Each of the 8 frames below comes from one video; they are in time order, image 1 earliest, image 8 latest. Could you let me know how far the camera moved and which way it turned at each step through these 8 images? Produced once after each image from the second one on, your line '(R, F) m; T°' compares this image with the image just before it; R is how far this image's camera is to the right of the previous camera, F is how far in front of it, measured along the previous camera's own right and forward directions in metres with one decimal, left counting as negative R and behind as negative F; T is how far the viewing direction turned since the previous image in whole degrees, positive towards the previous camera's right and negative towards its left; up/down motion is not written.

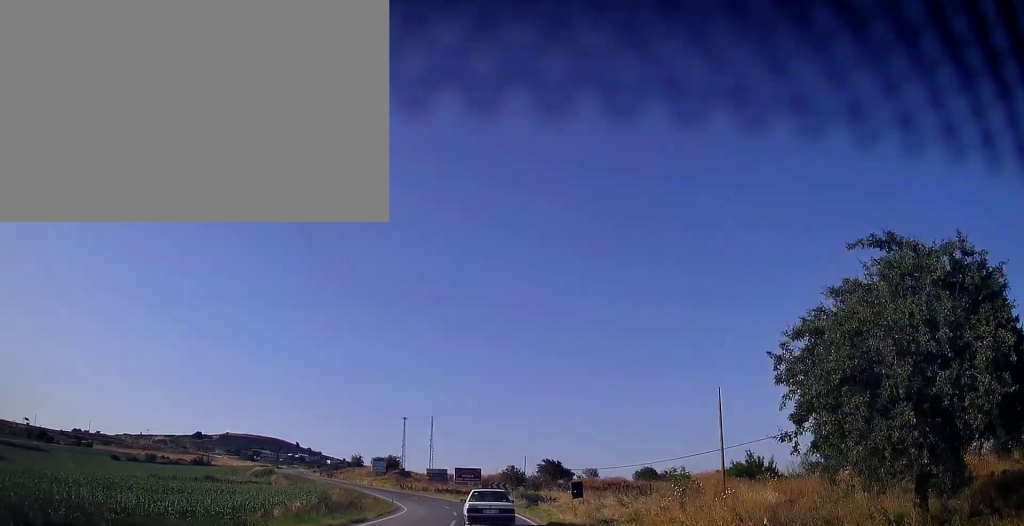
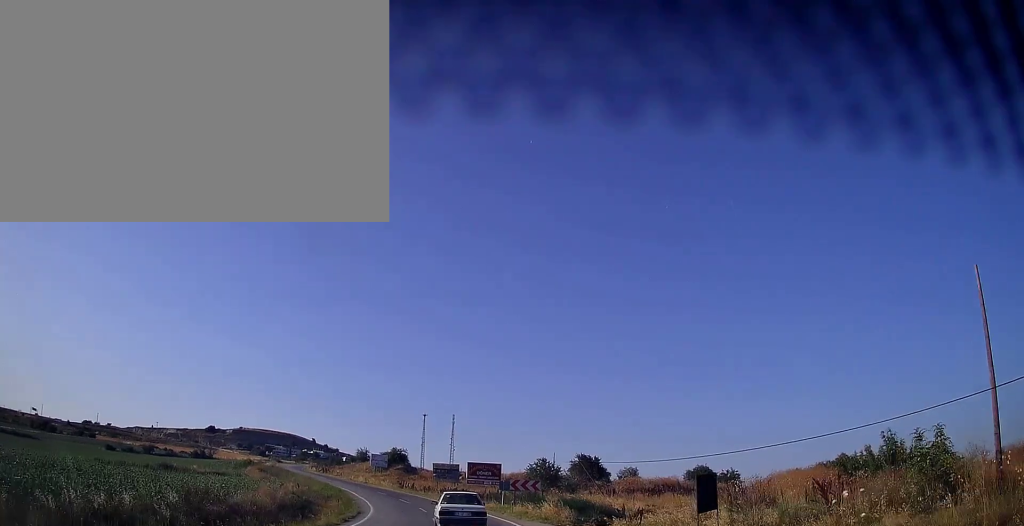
(-0.4, +20.2) m; -3°
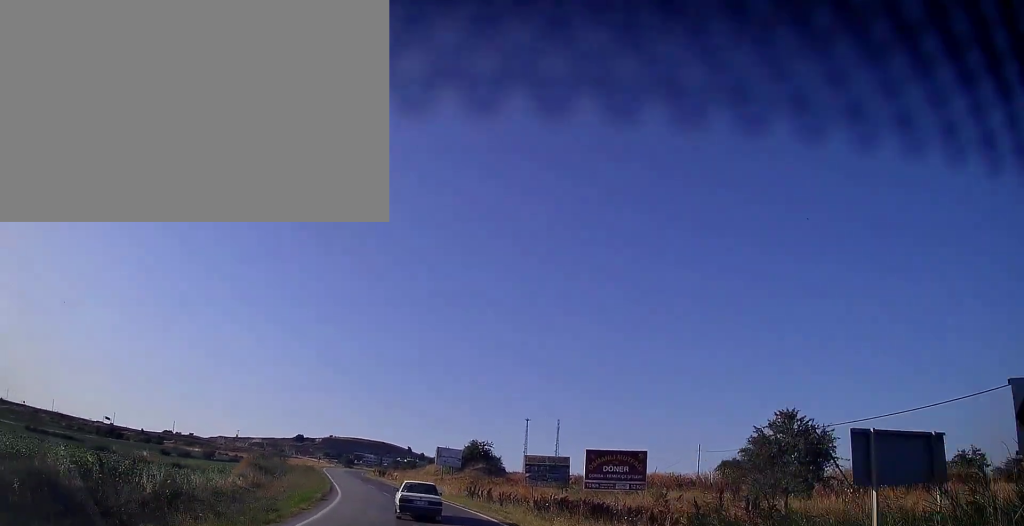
(-2.4, +33.0) m; -10°
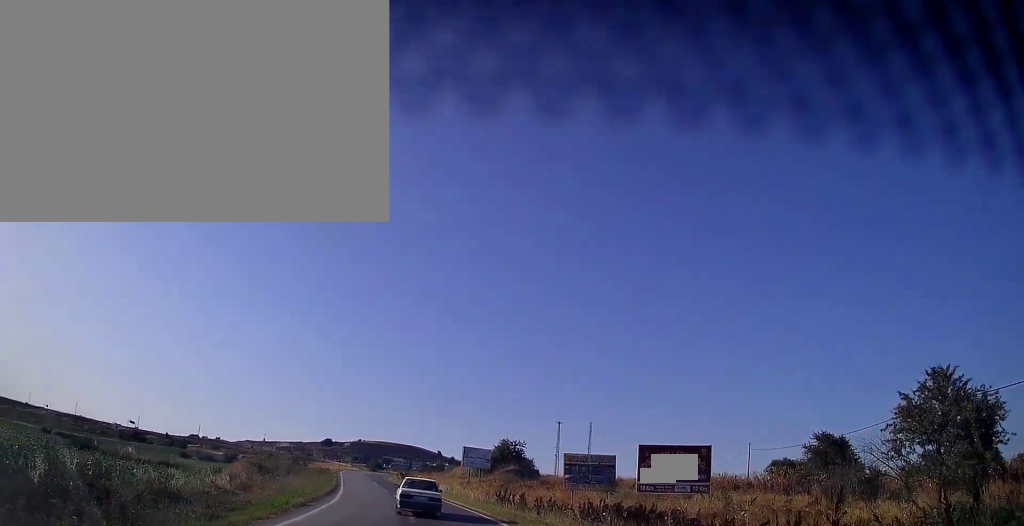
(0.0, +6.9) m; -3°
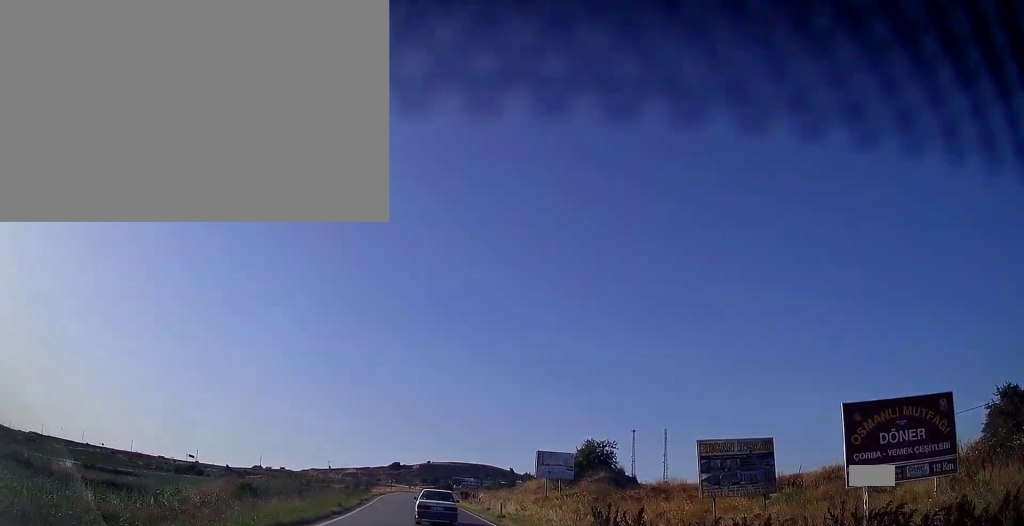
(-0.9, +14.9) m; -6°
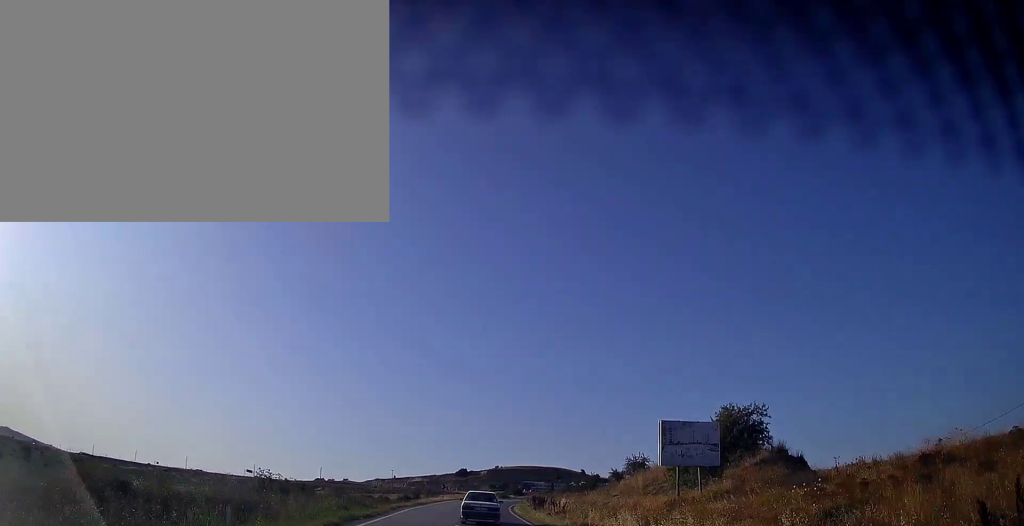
(-1.2, +19.7) m; -7°
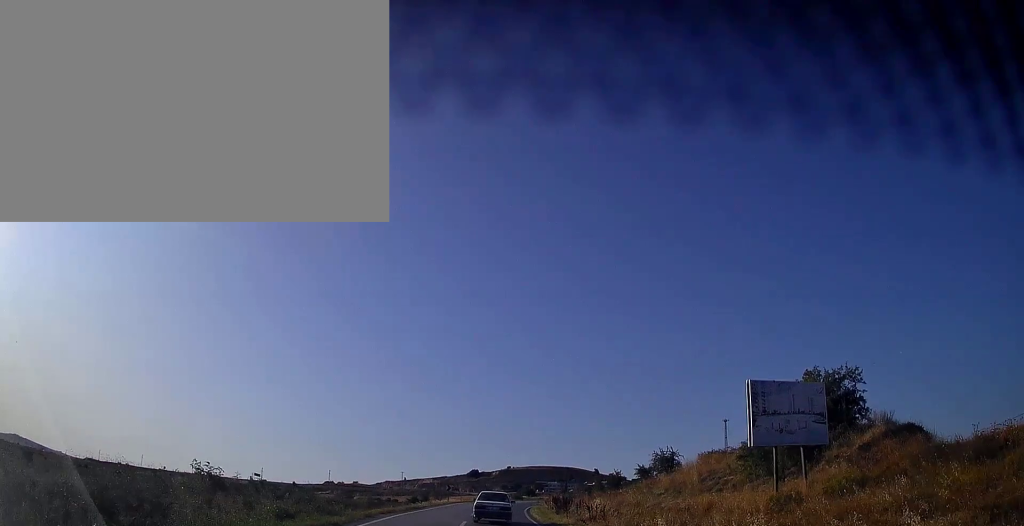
(-0.3, +9.0) m; -1°
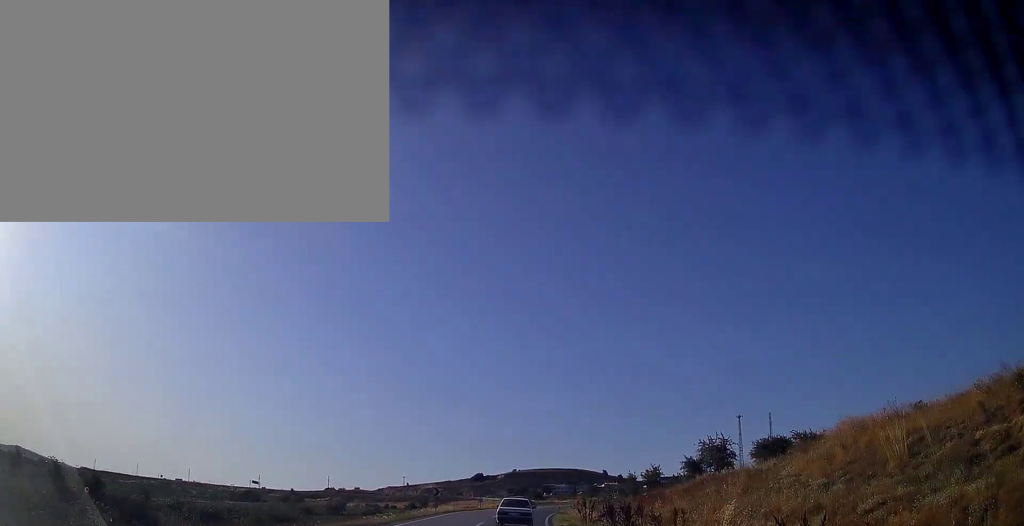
(-0.1, +17.1) m; 0°
